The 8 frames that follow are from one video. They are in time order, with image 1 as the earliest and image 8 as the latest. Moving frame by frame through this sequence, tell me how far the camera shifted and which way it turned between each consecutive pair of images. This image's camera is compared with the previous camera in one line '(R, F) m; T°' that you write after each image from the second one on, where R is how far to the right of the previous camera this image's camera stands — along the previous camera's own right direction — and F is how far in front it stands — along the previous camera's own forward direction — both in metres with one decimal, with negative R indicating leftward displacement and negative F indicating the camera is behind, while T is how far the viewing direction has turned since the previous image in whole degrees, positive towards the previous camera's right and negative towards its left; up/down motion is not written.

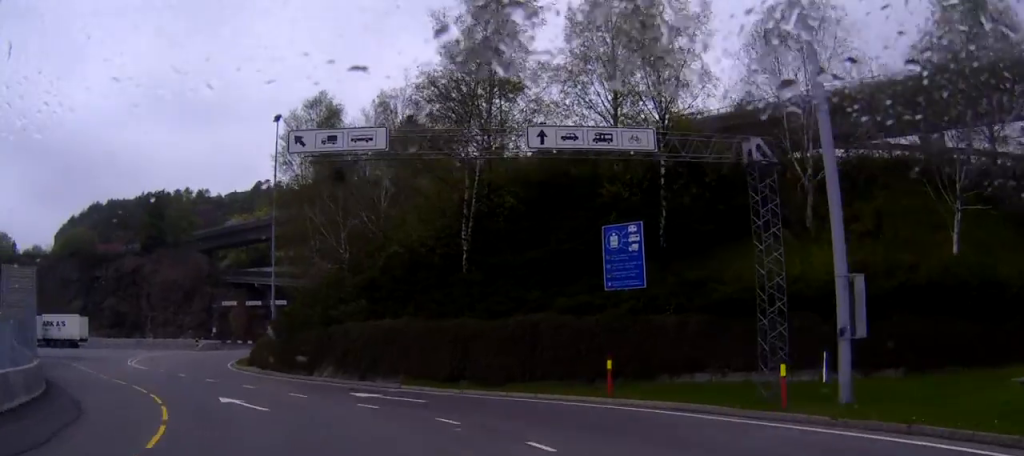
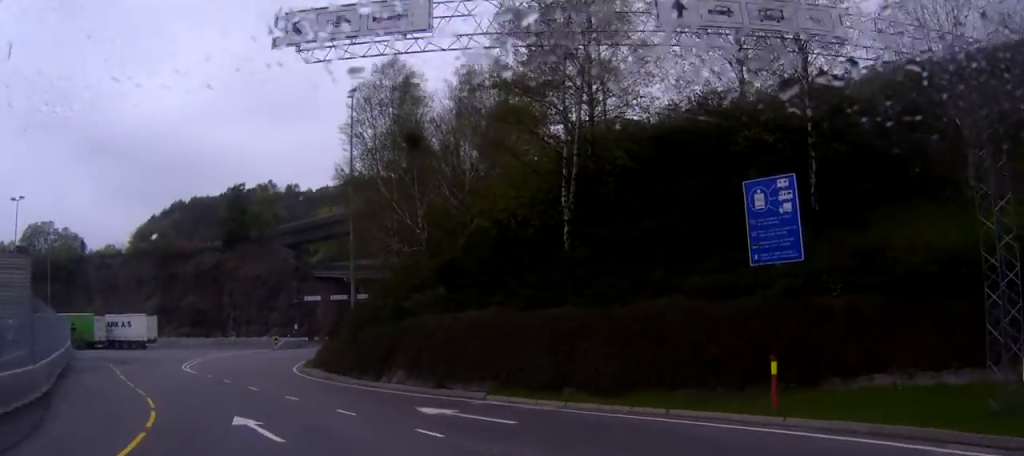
(-0.4, +5.8) m; -9°
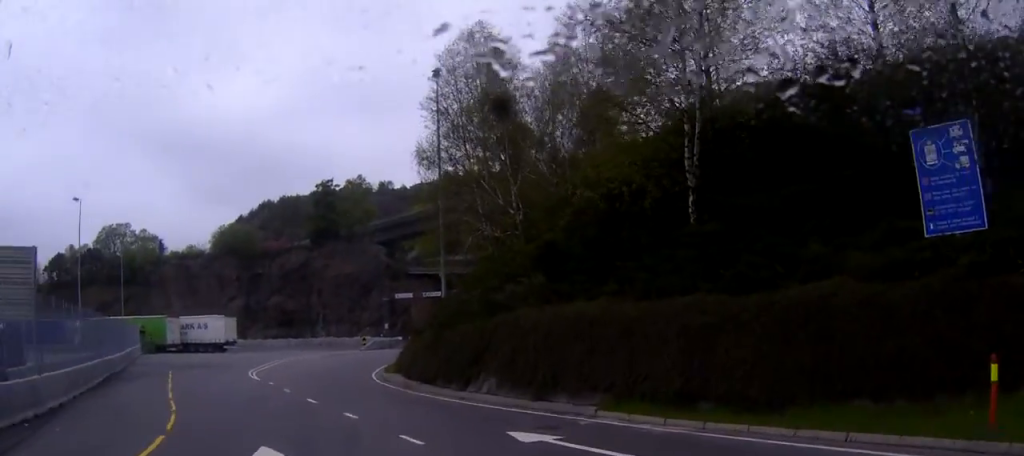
(0.0, +4.4) m; -7°
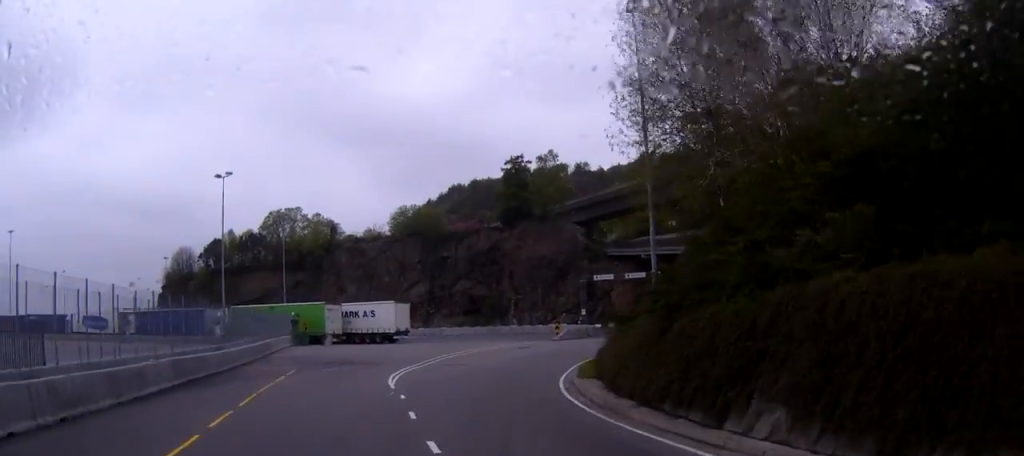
(-1.6, +9.7) m; -12°
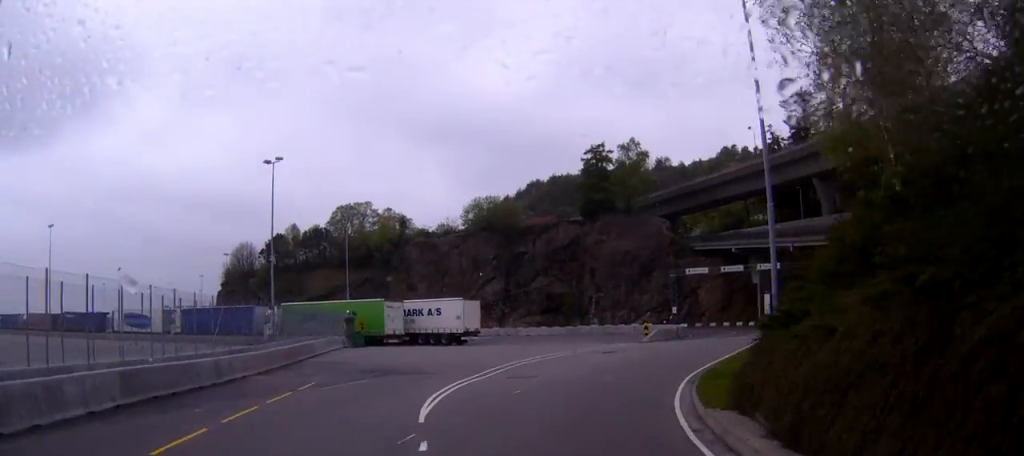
(-0.3, +7.5) m; -3°
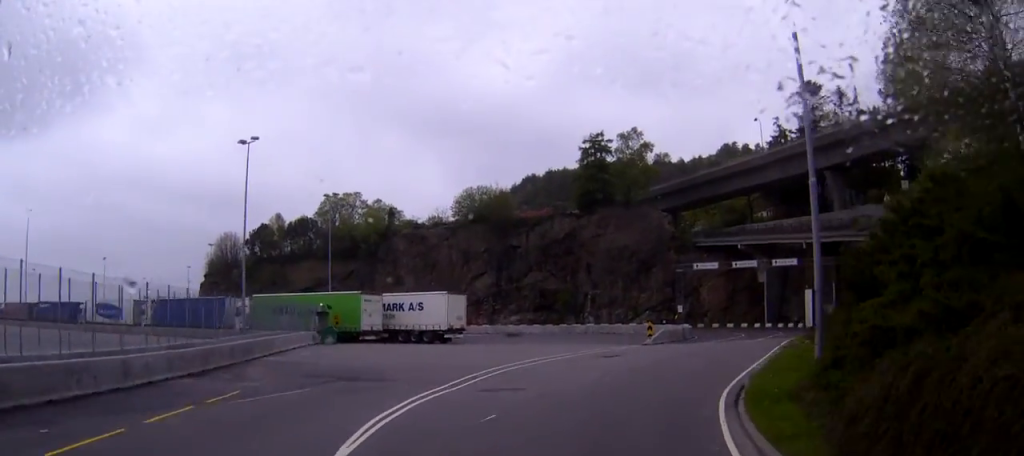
(-0.1, +5.3) m; -1°
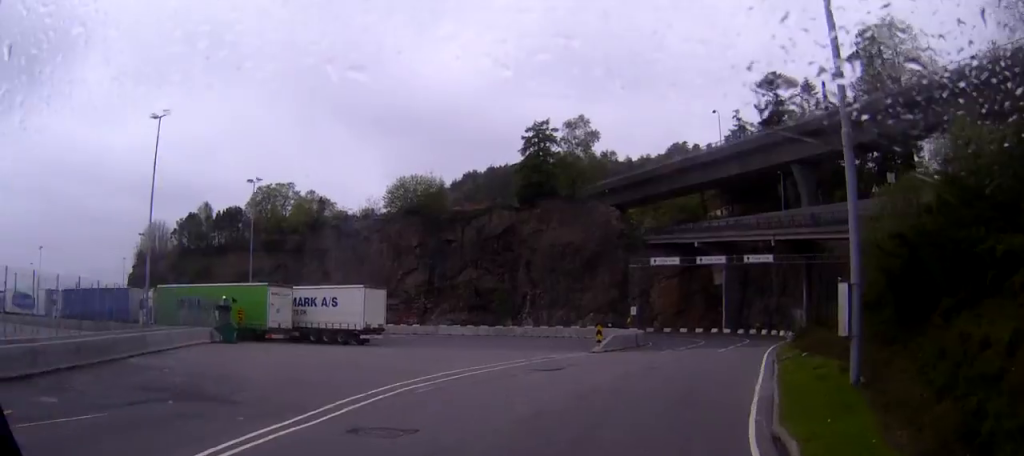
(0.0, +7.2) m; +2°
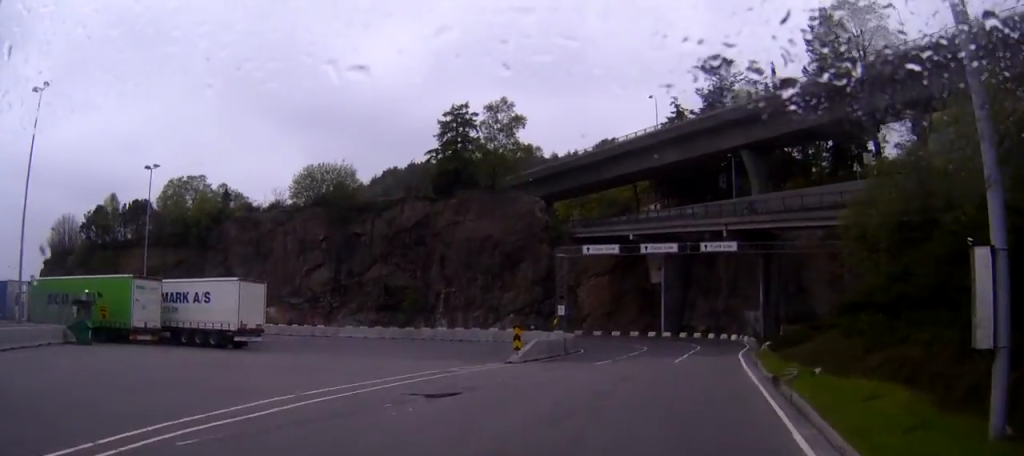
(+0.3, +8.4) m; +4°
